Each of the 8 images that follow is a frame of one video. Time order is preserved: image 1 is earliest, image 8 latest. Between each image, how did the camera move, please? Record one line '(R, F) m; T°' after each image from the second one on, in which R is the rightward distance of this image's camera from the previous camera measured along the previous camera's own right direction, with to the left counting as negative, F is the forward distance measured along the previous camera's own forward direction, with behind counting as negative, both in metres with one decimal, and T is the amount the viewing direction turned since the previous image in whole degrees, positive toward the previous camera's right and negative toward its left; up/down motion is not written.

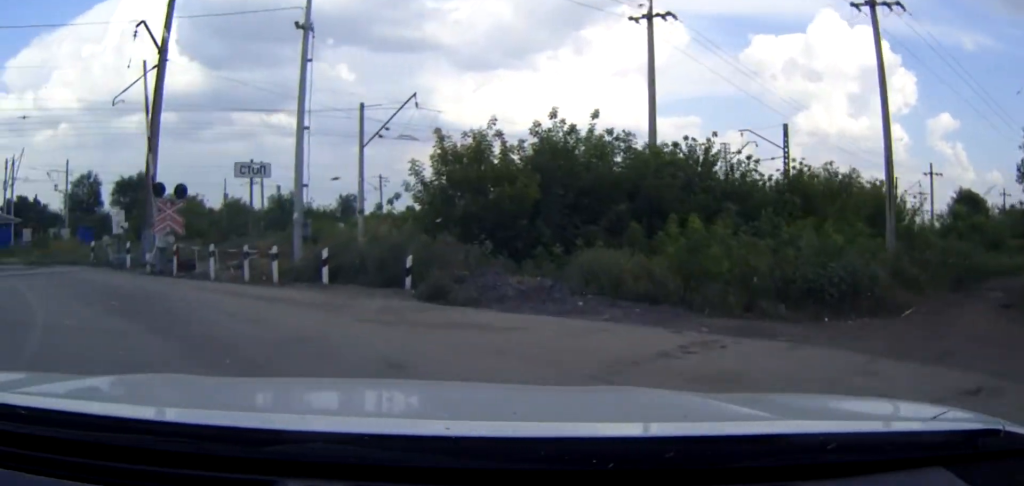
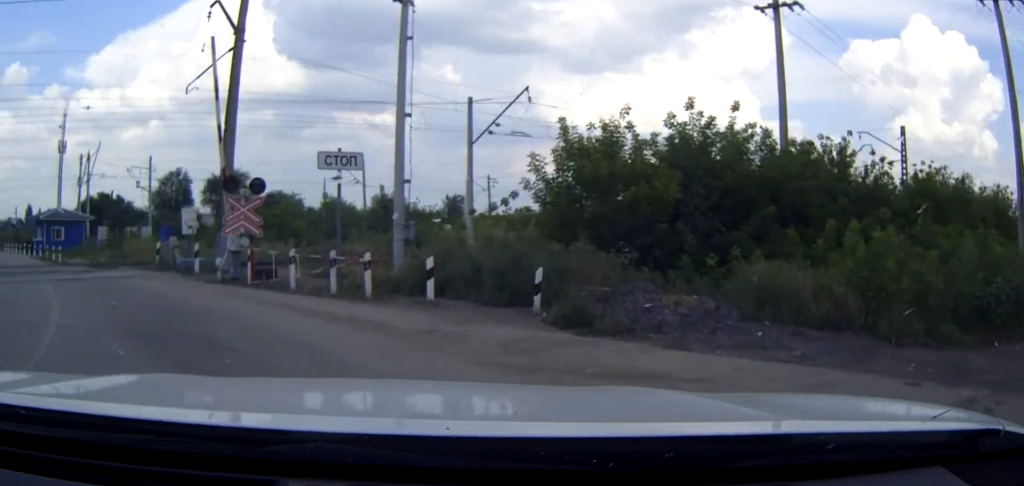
(-0.2, +3.3) m; -9°
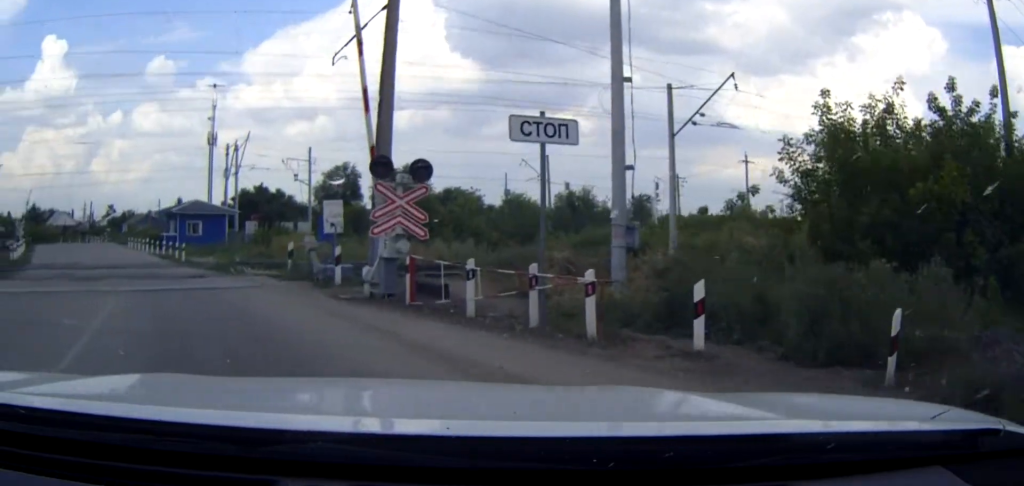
(-0.9, +4.8) m; -15°
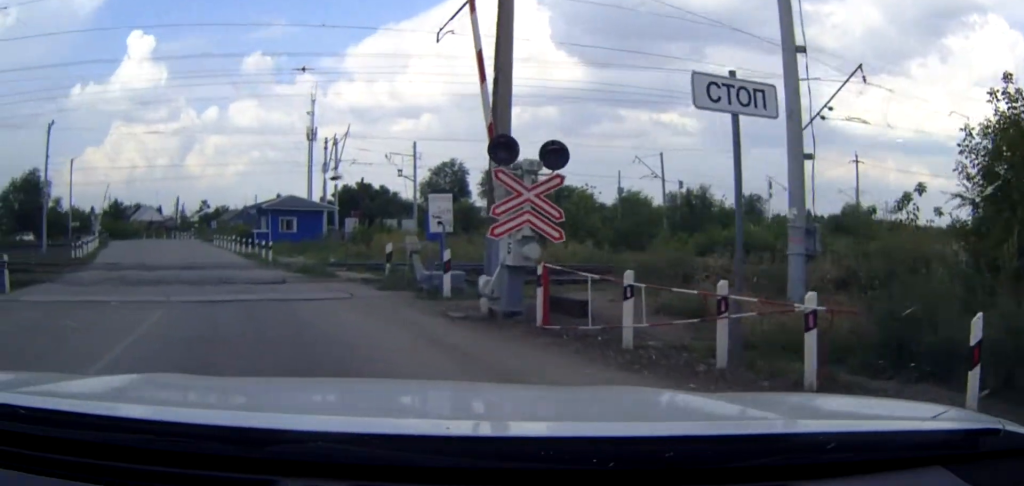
(-0.1, +2.8) m; -8°
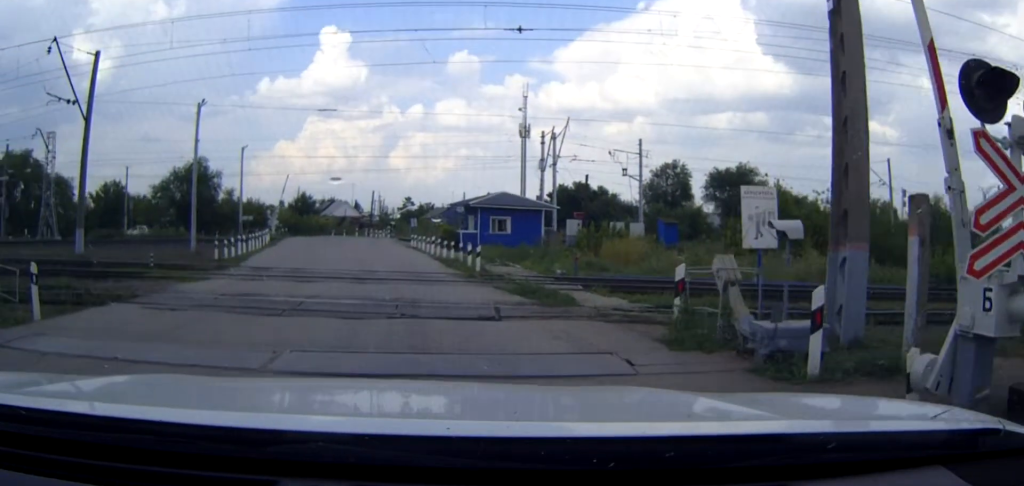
(-0.9, +5.8) m; -13°
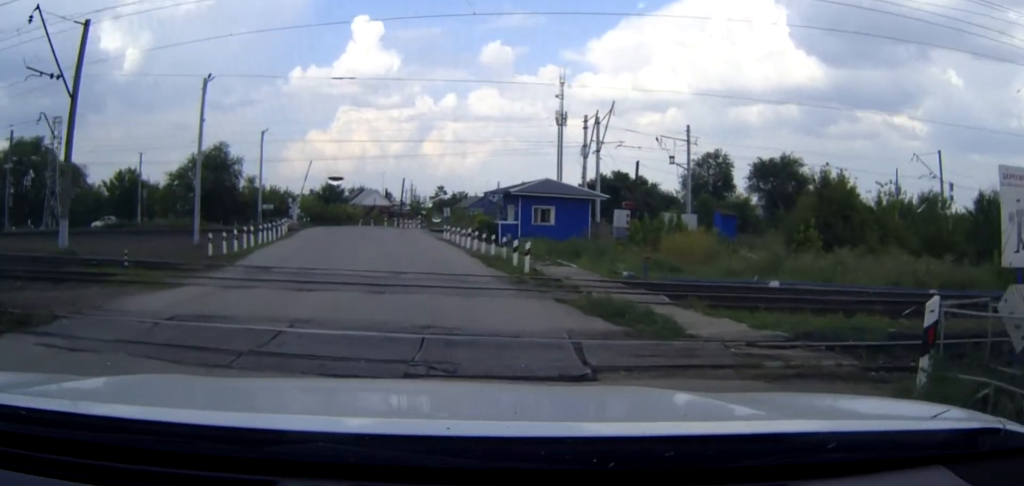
(-0.4, +5.1) m; -6°
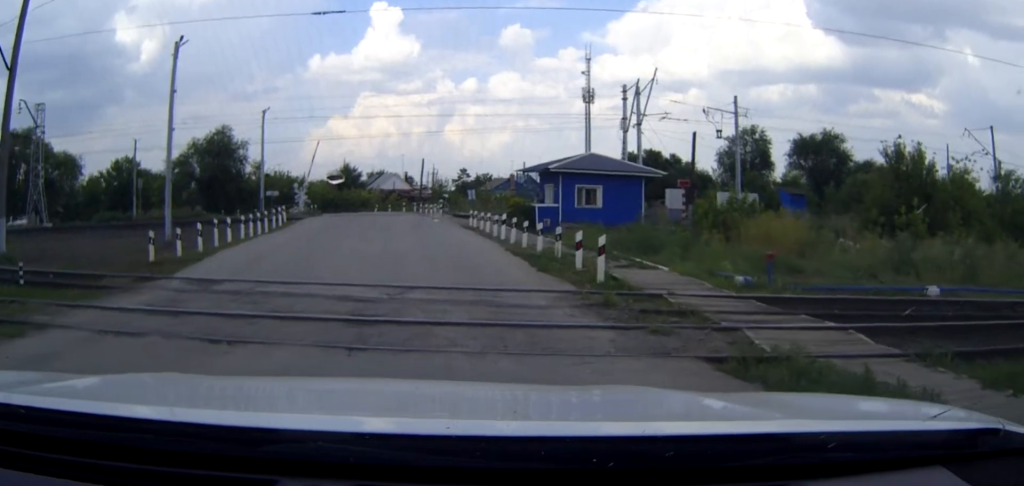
(-0.3, +7.4) m; -2°
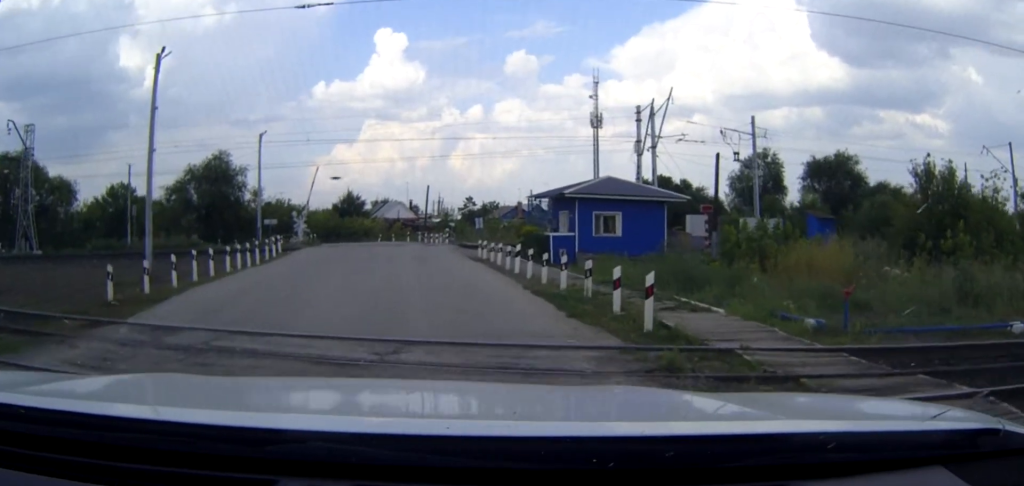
(0.0, +2.6) m; +1°
